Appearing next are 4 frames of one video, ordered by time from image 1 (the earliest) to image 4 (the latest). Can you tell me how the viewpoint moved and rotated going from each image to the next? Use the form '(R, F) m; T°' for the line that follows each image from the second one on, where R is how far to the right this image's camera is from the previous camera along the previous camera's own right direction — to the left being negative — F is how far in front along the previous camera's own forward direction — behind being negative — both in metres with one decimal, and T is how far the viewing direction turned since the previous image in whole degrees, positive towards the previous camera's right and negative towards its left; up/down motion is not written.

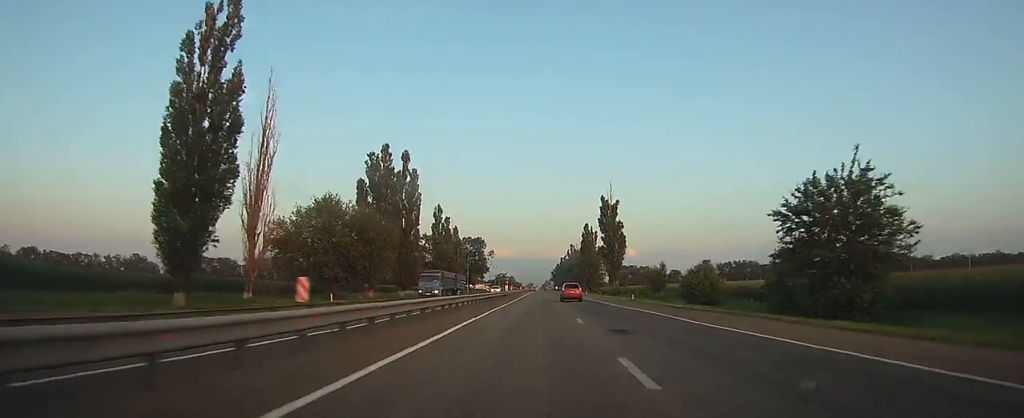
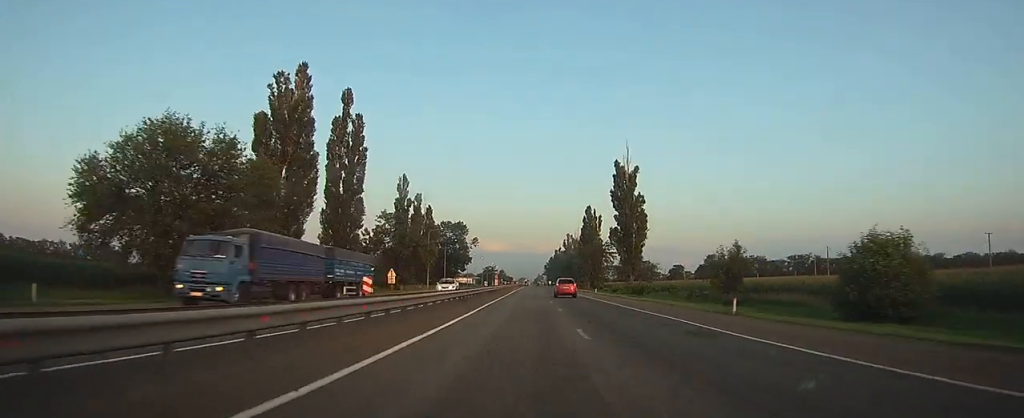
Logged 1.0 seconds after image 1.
(+0.1, +29.4) m; 0°
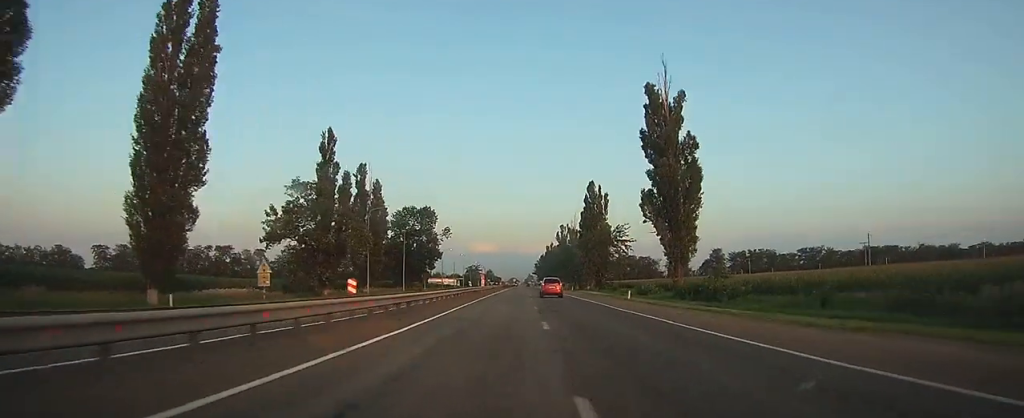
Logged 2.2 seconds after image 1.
(+0.2, +34.0) m; +1°
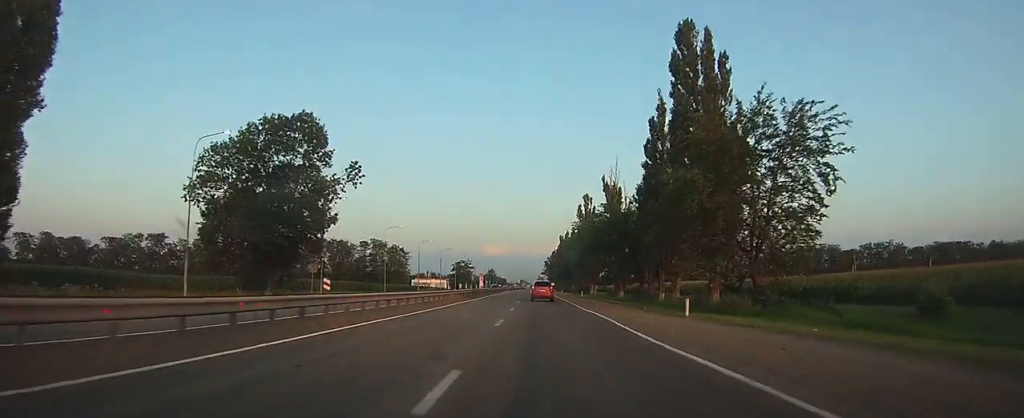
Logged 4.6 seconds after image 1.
(+0.6, +70.3) m; 0°
